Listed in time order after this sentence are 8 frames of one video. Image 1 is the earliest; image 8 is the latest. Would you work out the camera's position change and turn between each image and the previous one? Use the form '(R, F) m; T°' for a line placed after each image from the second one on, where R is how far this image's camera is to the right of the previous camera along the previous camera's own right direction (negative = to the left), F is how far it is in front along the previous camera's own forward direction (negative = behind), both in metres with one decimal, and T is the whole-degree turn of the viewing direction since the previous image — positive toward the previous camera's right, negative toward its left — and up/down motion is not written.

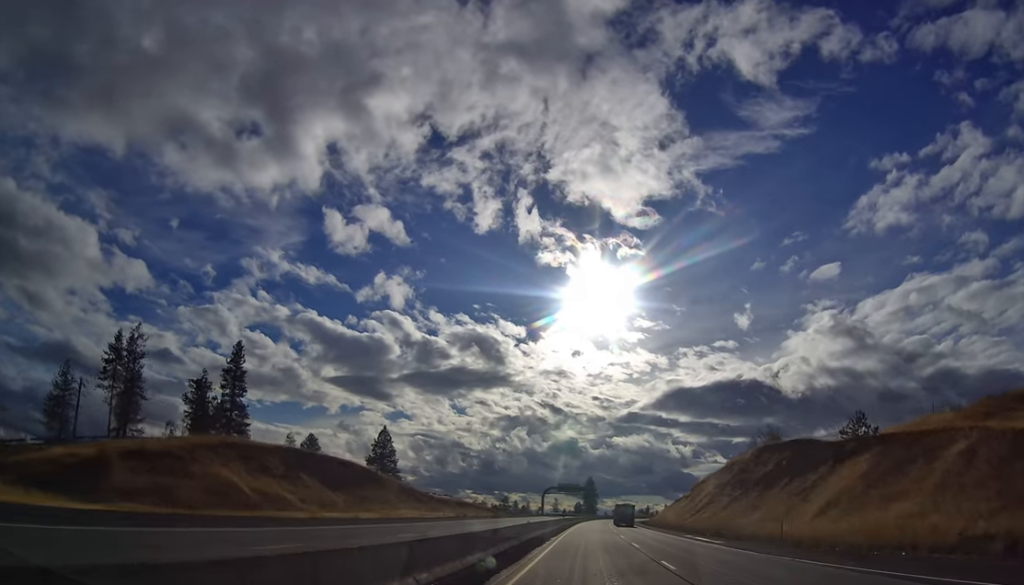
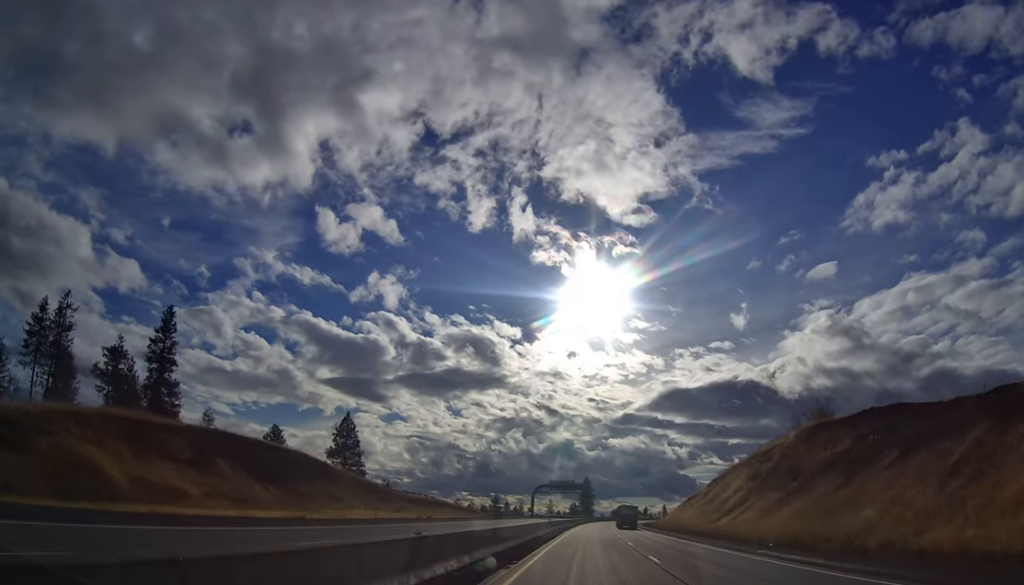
(0.0, +21.8) m; 0°
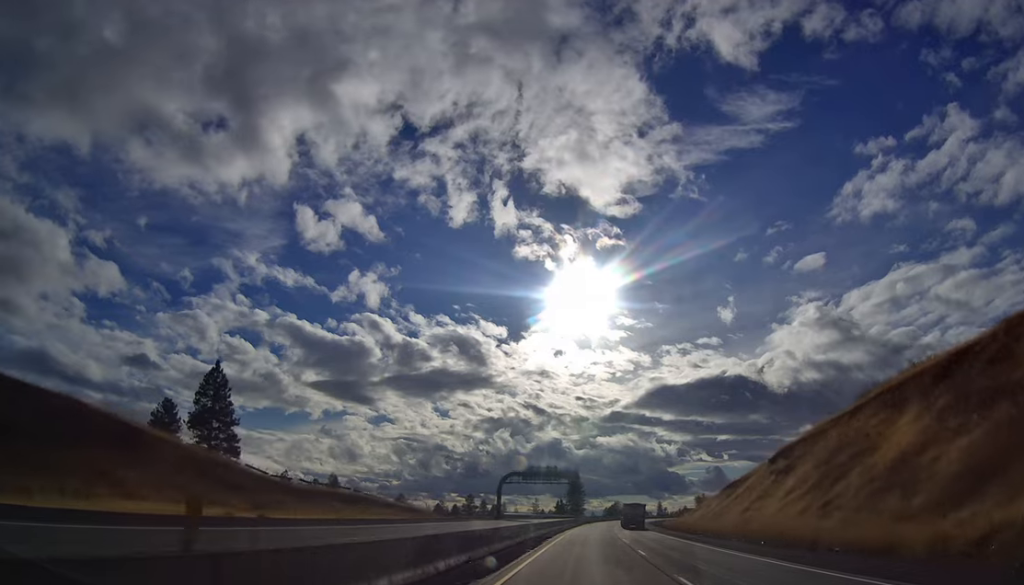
(0.0, +45.7) m; 0°
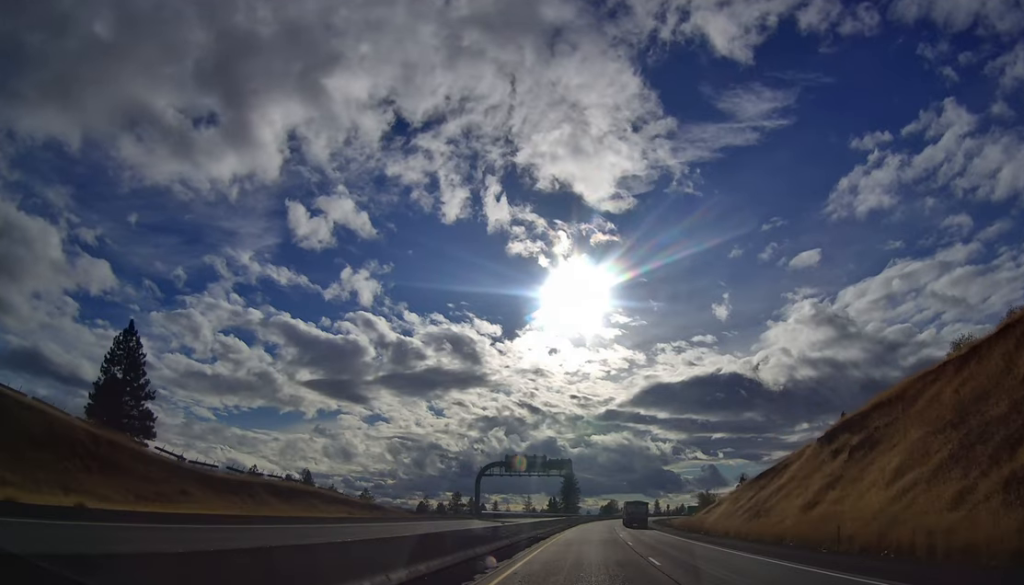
(0.0, +18.2) m; 0°
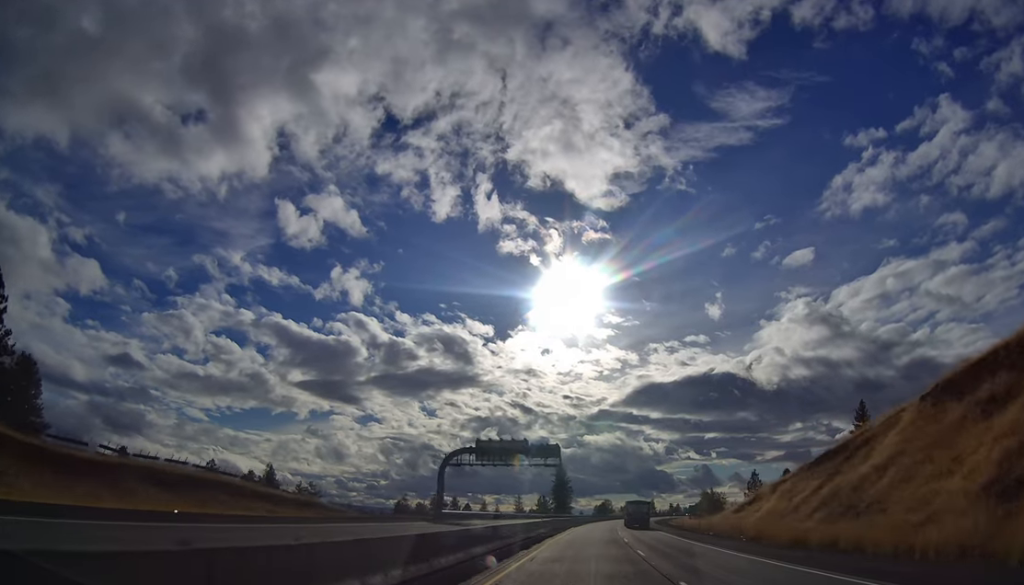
(-0.2, +20.4) m; +1°
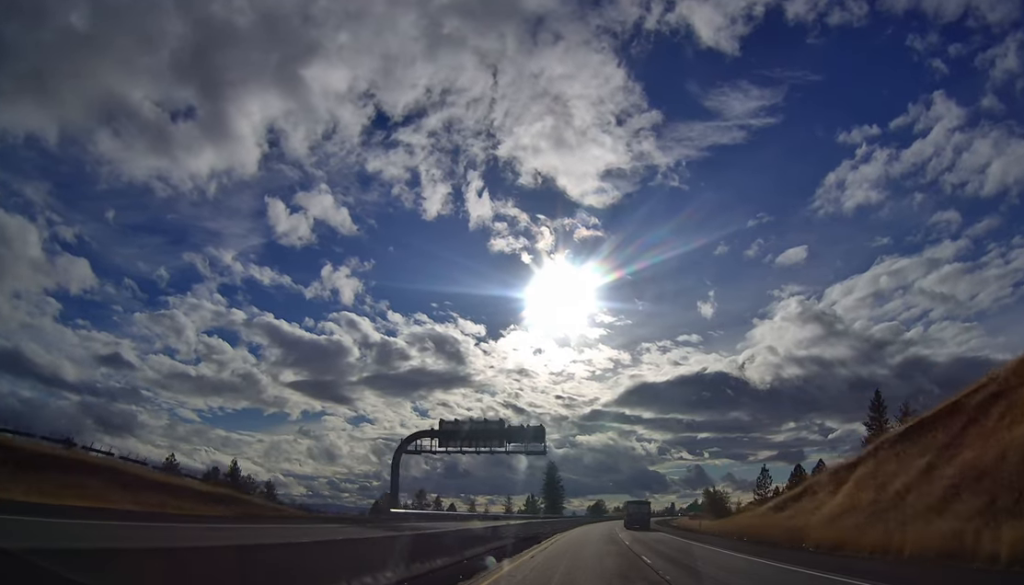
(+0.2, +15.9) m; +1°
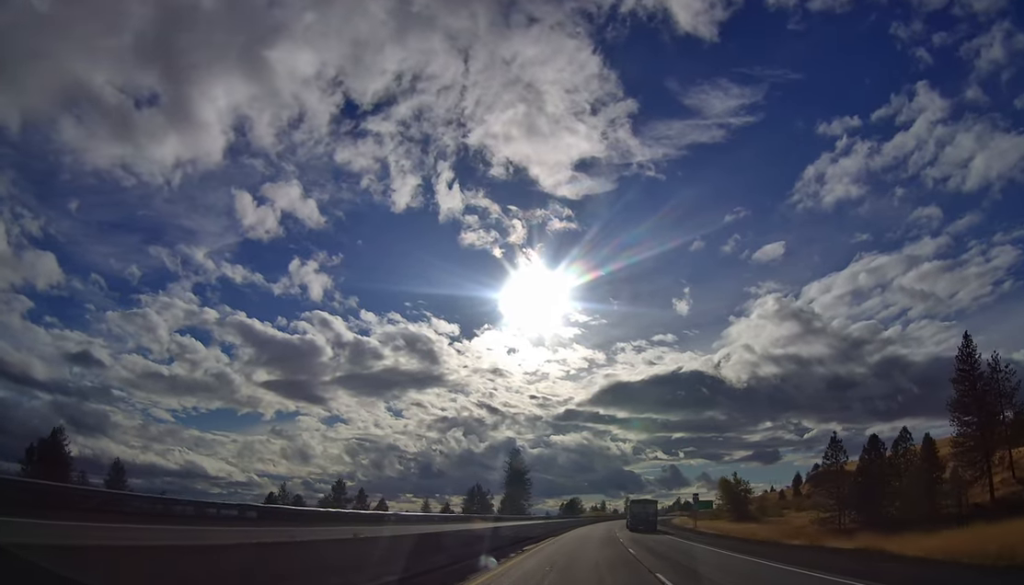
(+1.0, +56.6) m; +1°
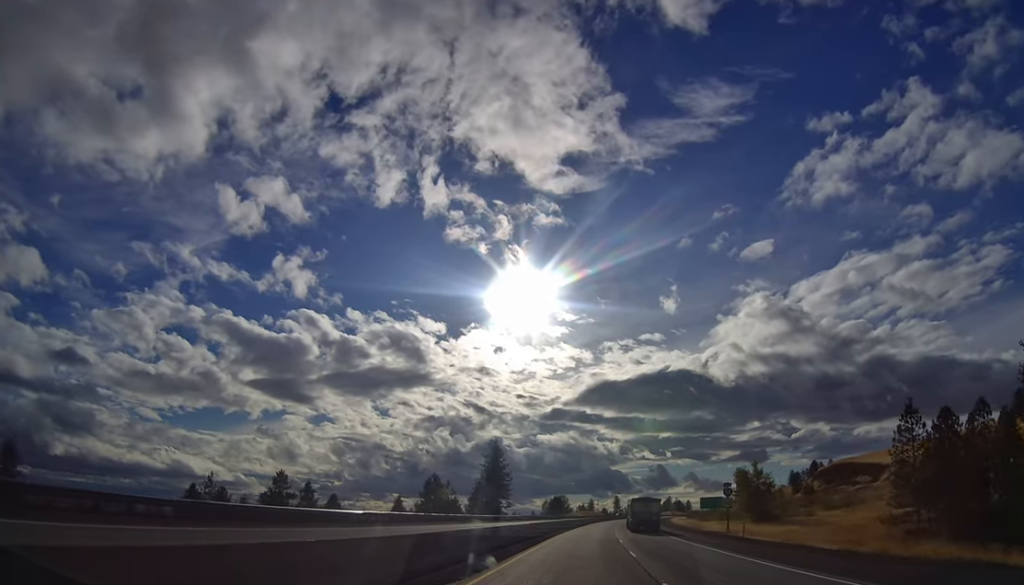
(+0.2, +27.1) m; +1°
